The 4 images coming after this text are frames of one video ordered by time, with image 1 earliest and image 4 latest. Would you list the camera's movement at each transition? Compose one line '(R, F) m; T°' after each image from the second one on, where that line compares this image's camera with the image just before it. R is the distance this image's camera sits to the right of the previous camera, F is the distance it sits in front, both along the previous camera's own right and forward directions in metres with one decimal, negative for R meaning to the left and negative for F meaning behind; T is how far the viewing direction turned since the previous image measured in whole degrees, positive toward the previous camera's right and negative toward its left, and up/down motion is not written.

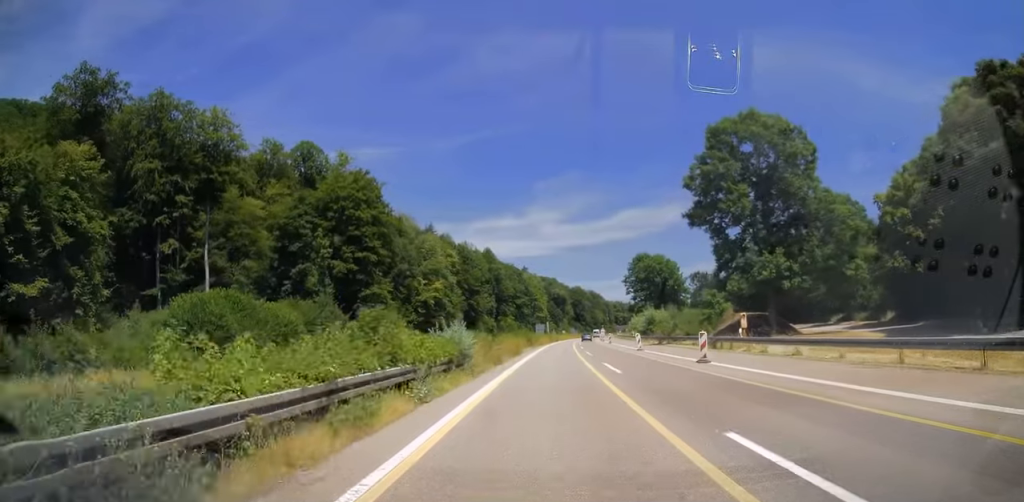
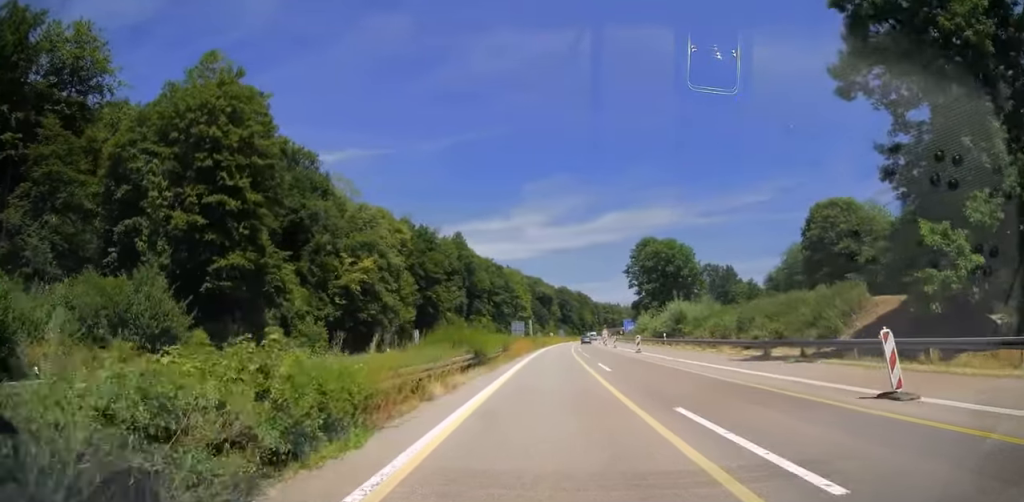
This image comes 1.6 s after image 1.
(+0.4, +33.4) m; +1°
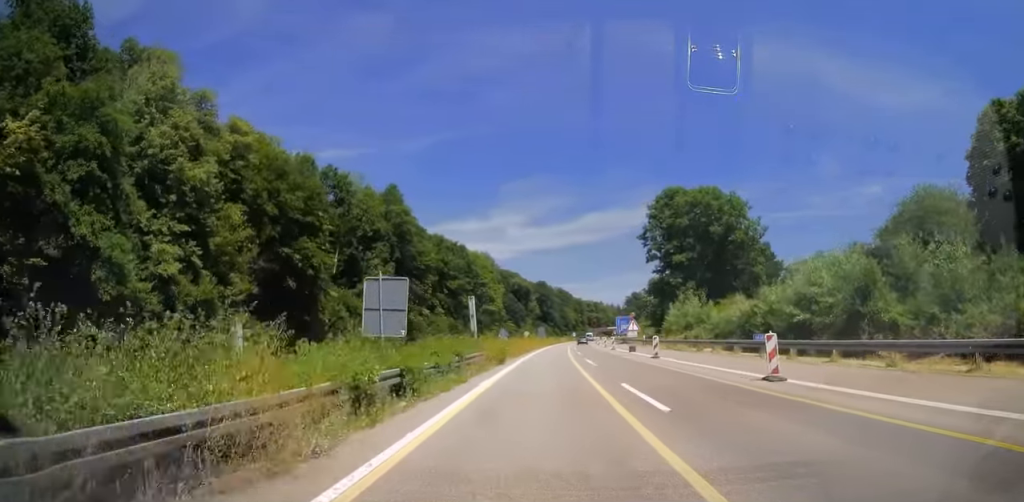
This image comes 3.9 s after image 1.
(+1.1, +48.5) m; +2°
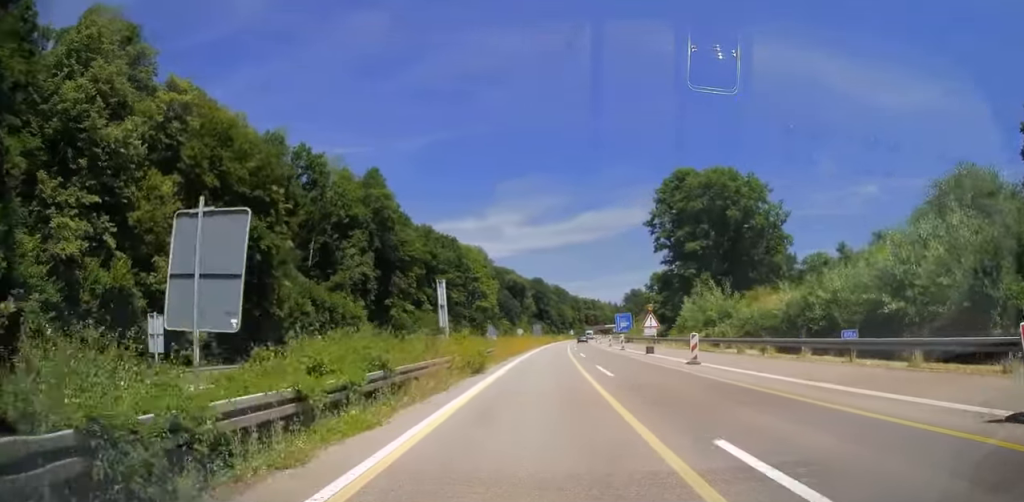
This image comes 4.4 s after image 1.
(0.0, +9.4) m; 0°
